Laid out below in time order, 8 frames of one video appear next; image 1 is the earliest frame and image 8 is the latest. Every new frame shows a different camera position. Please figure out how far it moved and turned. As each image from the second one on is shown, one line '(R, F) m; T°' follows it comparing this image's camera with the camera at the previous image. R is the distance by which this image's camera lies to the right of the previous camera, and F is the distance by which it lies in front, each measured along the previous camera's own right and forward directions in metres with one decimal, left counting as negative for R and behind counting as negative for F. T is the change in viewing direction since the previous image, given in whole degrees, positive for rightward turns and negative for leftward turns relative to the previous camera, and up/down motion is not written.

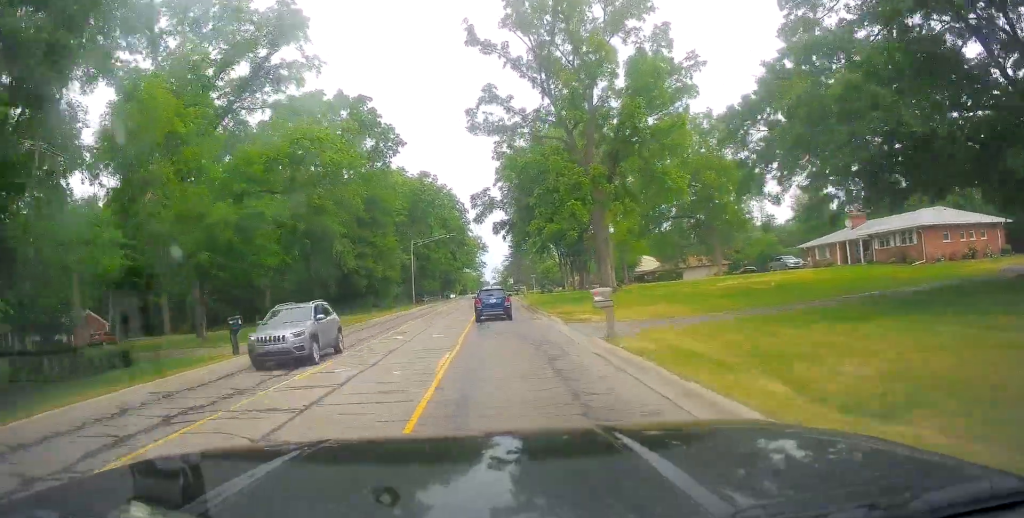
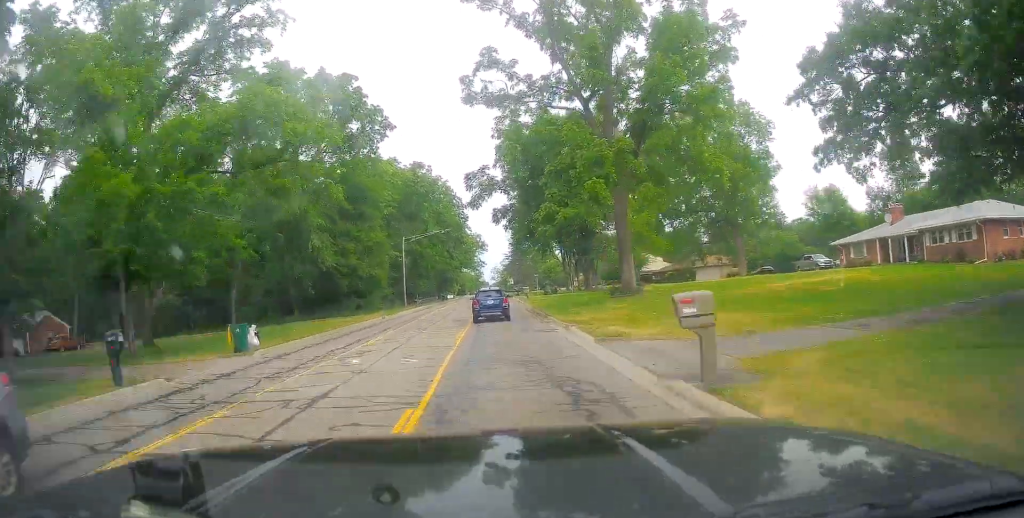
(-0.2, +7.1) m; -1°
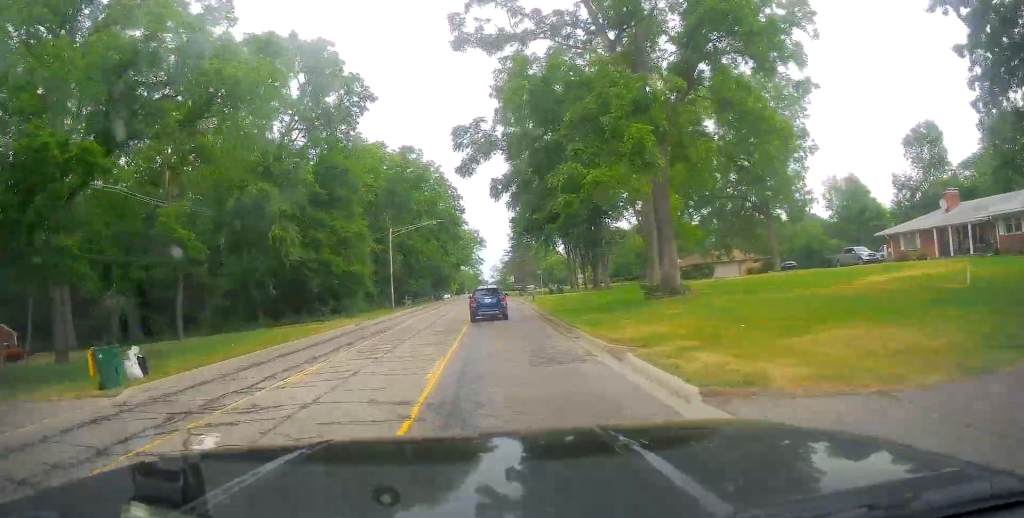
(-0.2, +8.3) m; -1°
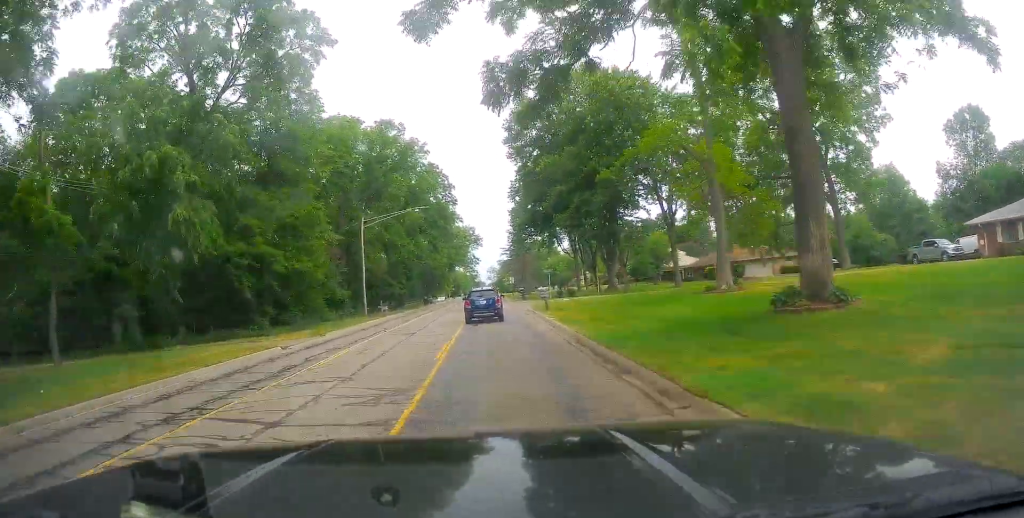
(-0.1, +12.5) m; +1°
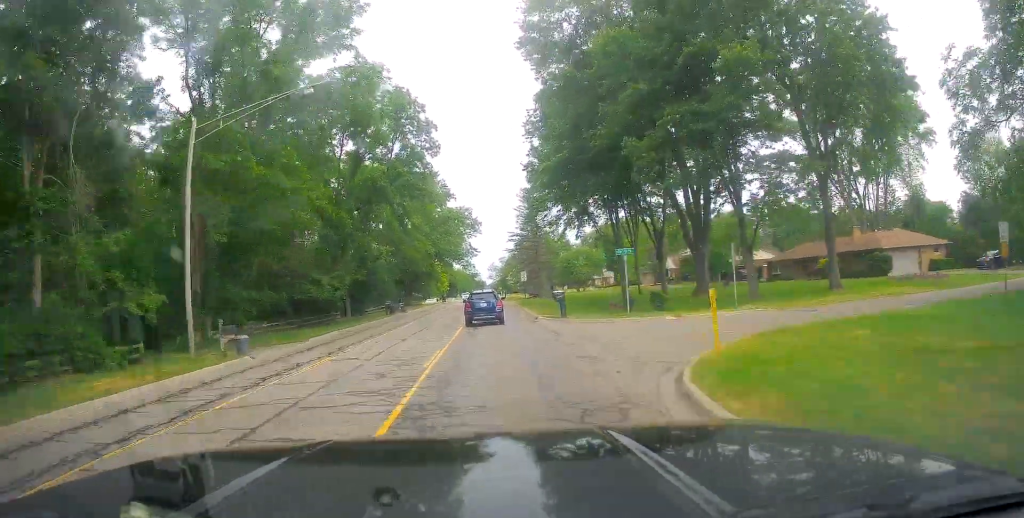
(+1.1, +32.0) m; +2°
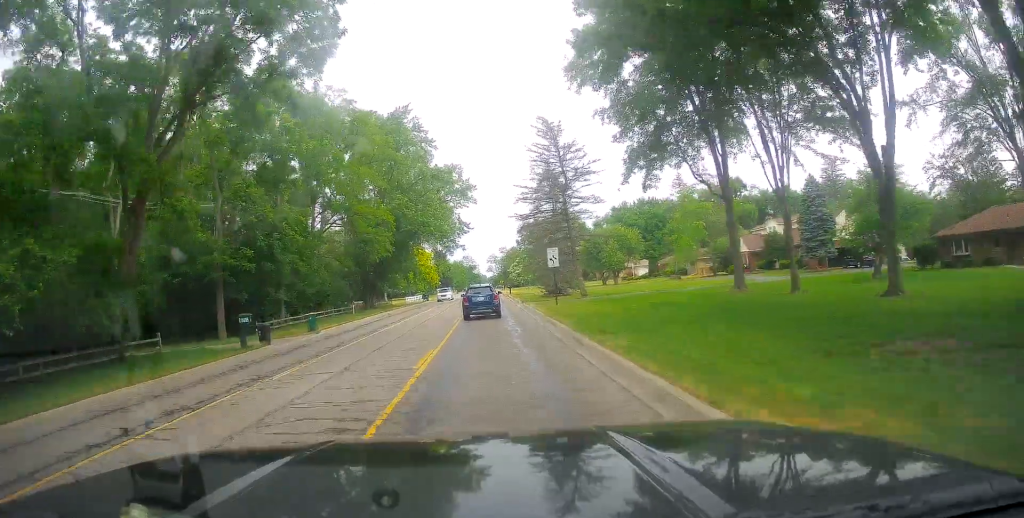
(-1.1, +32.0) m; -1°
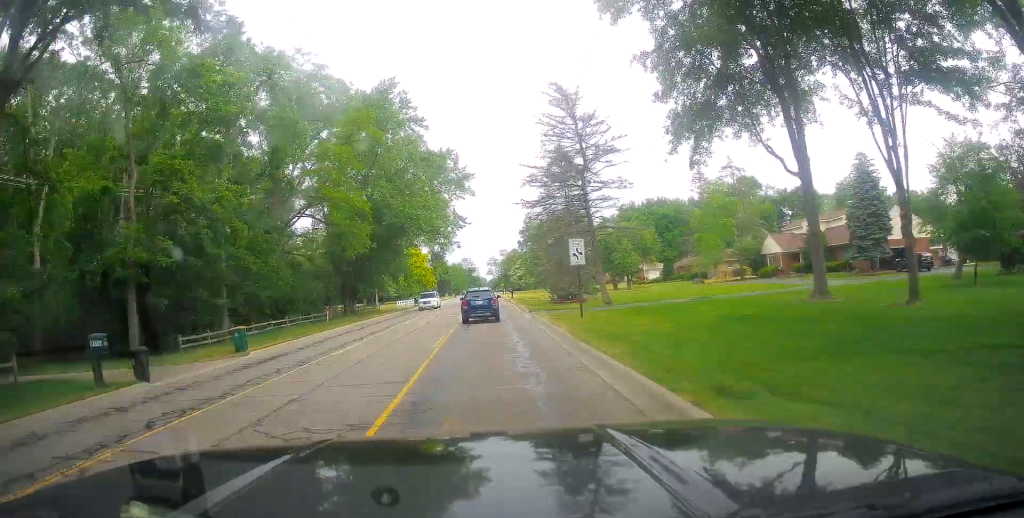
(+0.4, +9.2) m; 0°
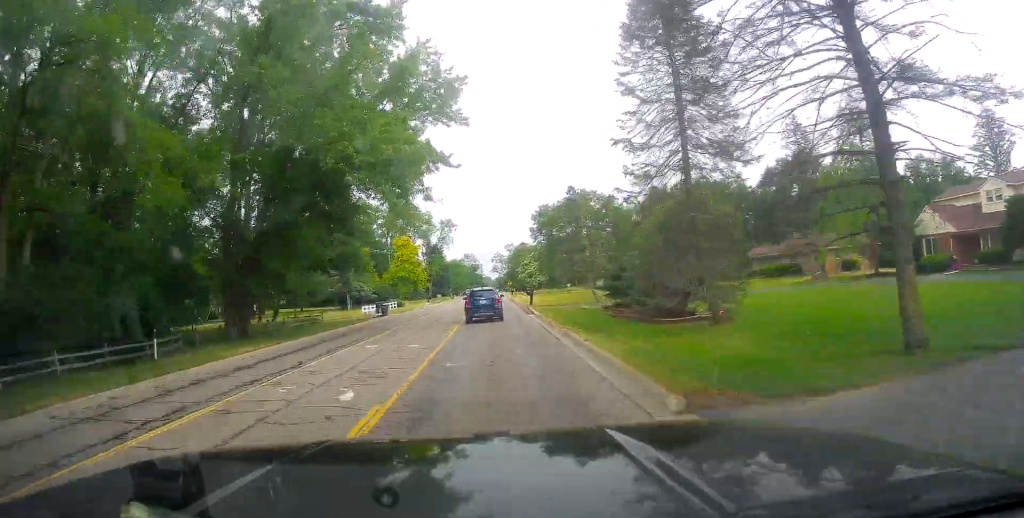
(-0.3, +27.6) m; 0°
